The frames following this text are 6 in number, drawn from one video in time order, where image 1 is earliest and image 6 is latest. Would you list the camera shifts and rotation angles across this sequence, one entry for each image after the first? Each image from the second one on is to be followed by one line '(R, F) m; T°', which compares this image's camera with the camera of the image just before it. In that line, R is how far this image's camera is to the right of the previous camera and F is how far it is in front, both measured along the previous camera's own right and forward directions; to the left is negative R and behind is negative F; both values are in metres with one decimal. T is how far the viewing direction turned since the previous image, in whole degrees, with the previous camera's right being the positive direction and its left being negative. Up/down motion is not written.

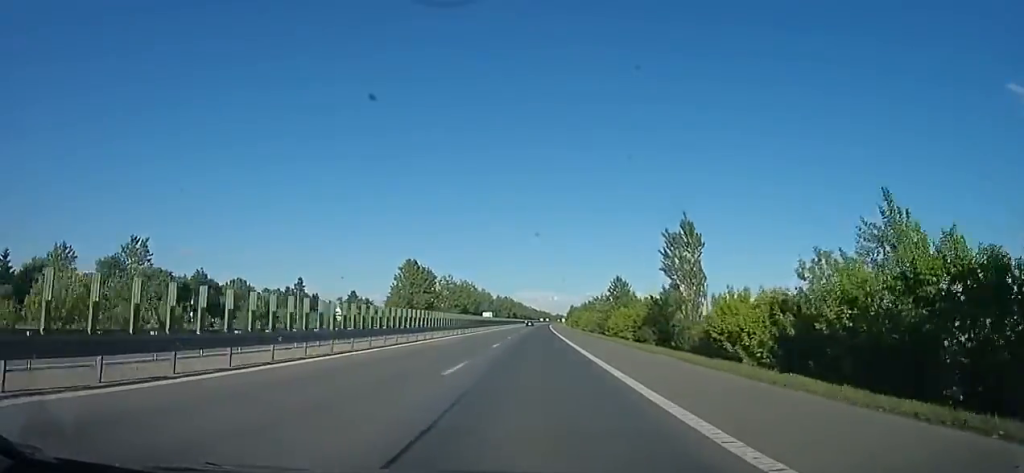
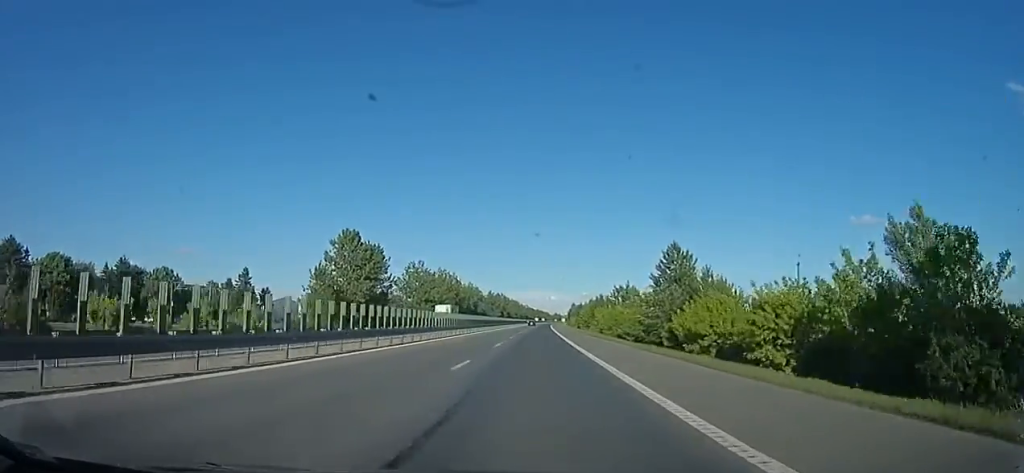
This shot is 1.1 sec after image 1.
(0.0, +34.8) m; 0°
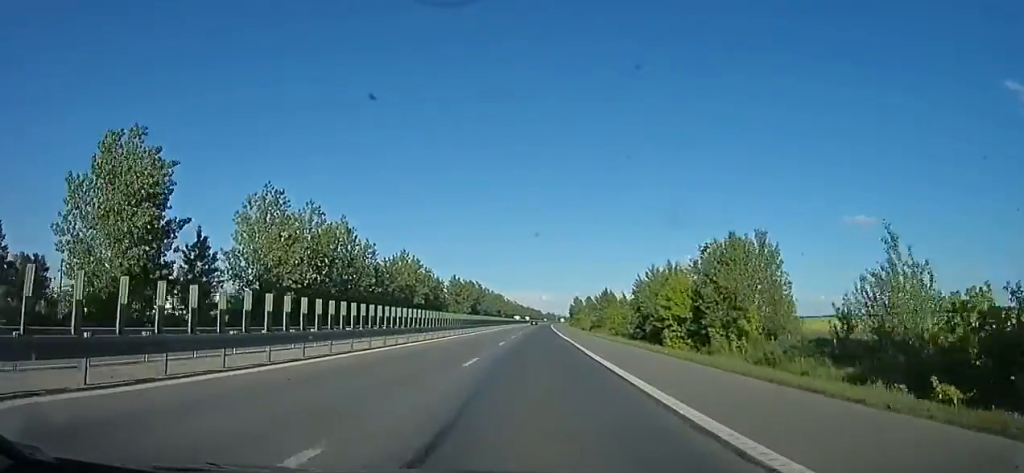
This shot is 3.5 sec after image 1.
(+1.9, +82.0) m; +3°
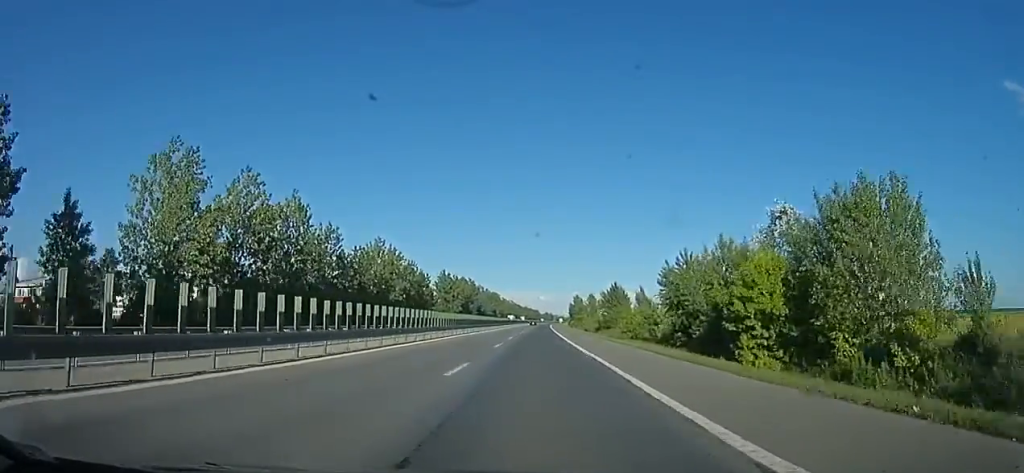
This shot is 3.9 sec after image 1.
(+0.6, +14.1) m; 0°
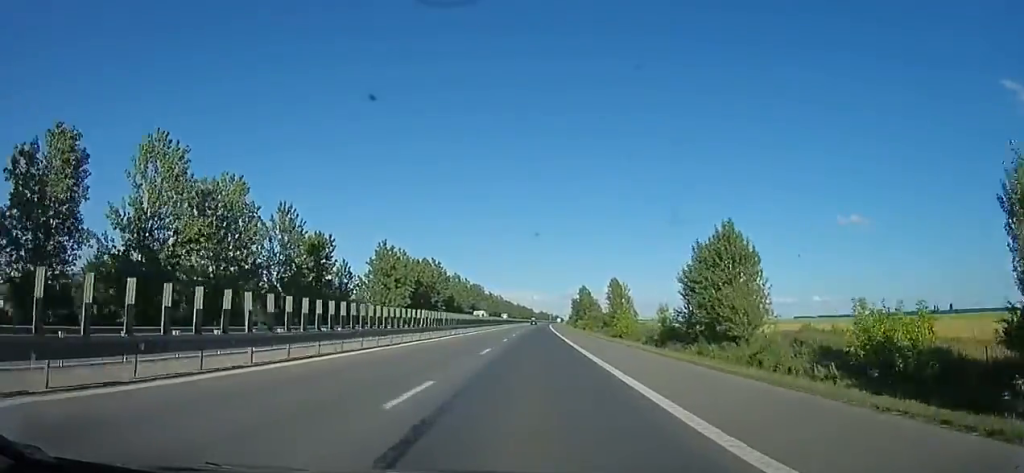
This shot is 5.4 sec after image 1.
(-2.4, +51.7) m; -1°
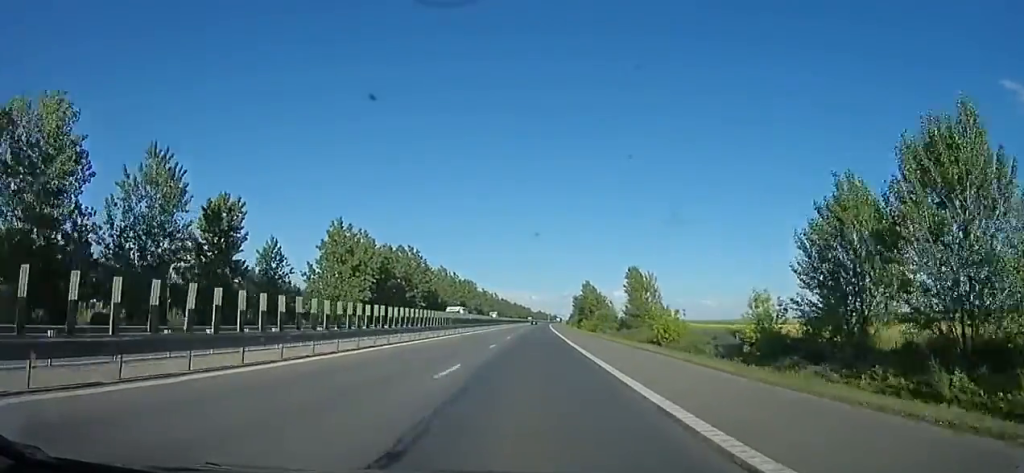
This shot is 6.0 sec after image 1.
(-0.1, +20.6) m; +1°
